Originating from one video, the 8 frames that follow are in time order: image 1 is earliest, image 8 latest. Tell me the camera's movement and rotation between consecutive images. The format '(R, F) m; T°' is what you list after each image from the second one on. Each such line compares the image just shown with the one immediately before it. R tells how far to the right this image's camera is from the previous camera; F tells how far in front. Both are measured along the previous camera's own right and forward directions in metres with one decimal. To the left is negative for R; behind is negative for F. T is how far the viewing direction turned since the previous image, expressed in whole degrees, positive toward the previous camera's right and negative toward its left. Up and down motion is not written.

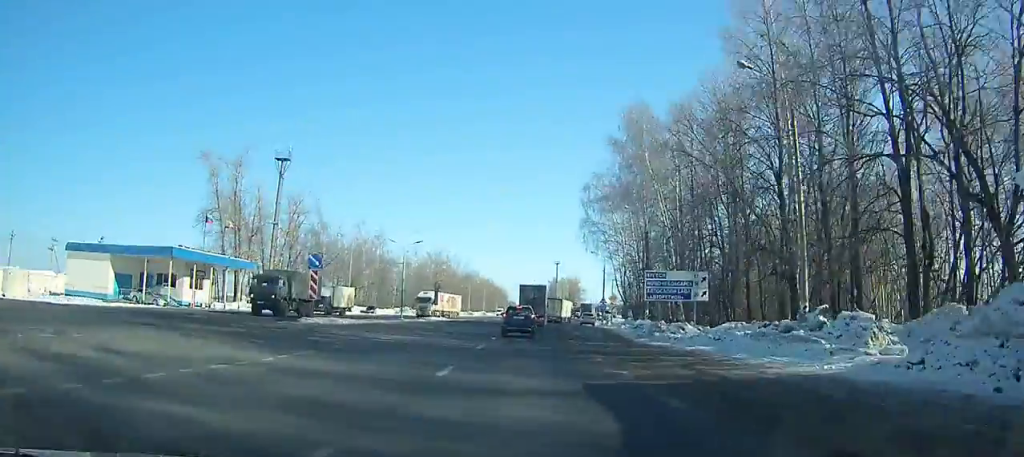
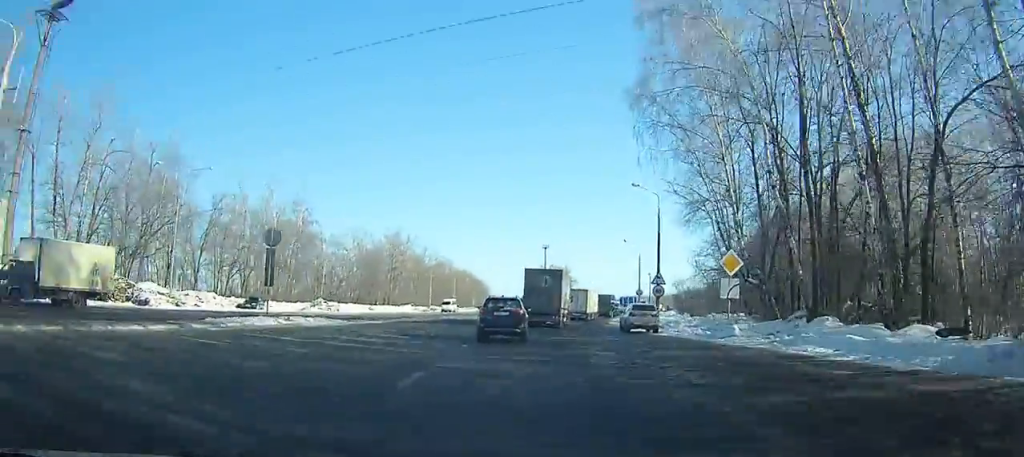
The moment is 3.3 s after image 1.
(+0.1, +41.0) m; +1°
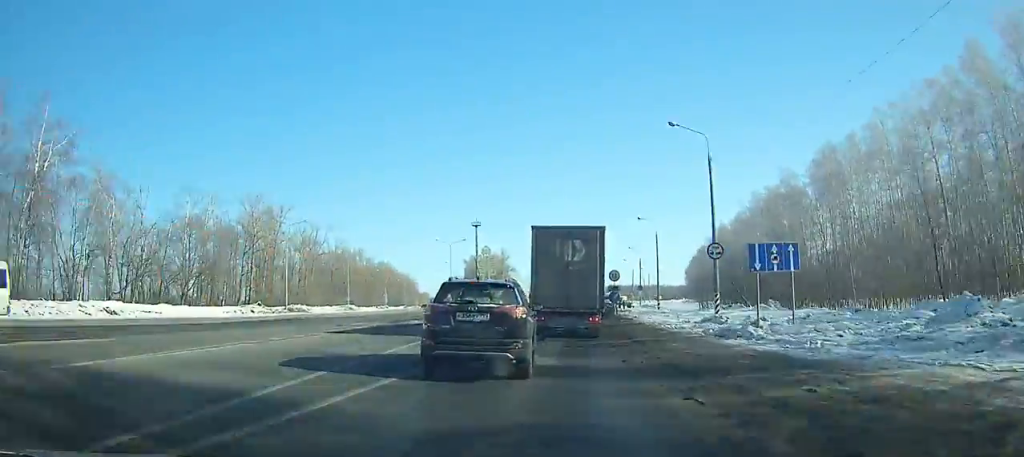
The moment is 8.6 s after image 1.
(+1.4, +47.3) m; +3°
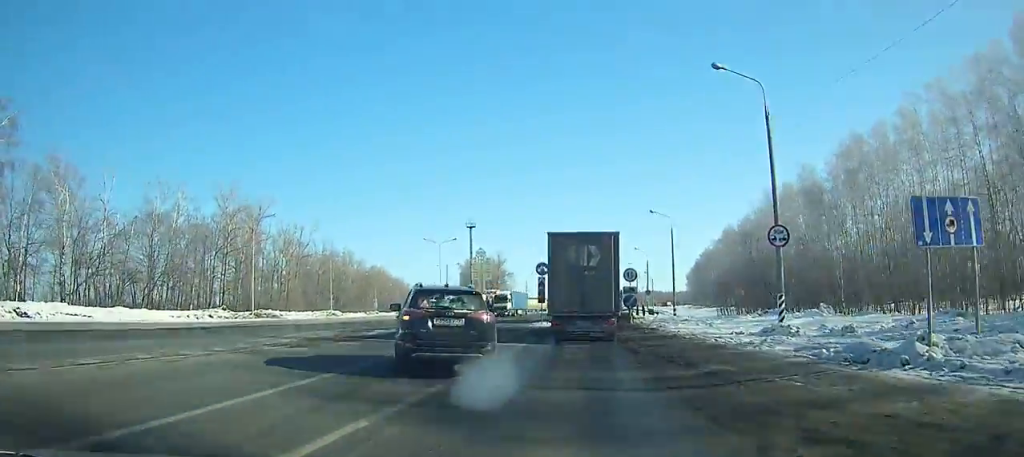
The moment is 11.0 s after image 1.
(+0.3, +15.5) m; 0°
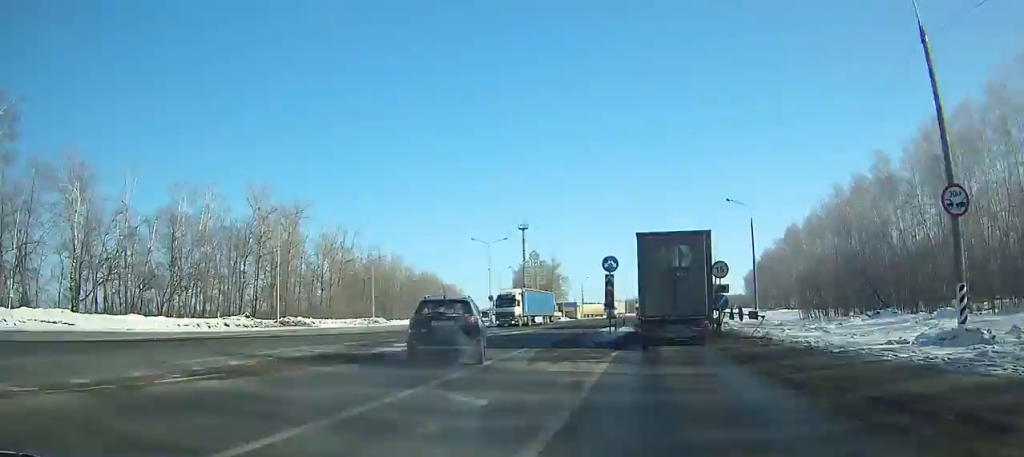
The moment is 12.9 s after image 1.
(-0.3, +11.3) m; 0°
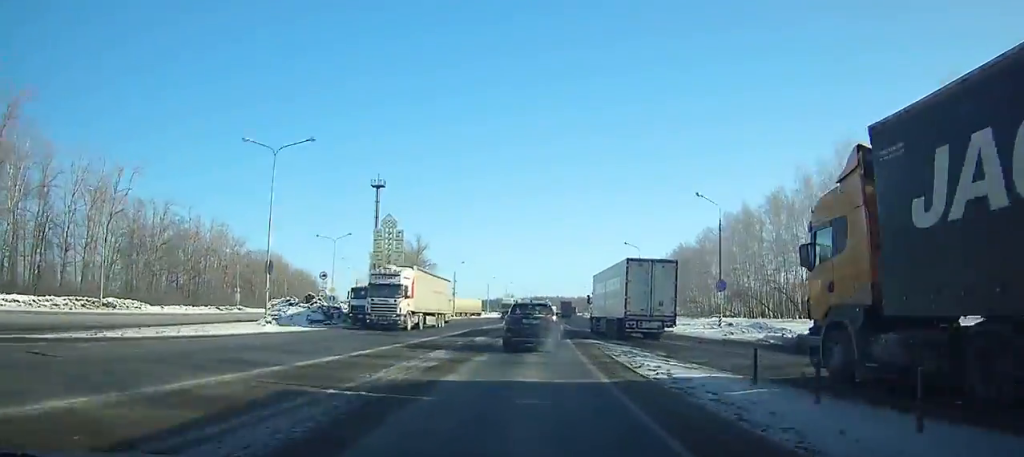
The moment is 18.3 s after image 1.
(+3.2, +41.6) m; +10°
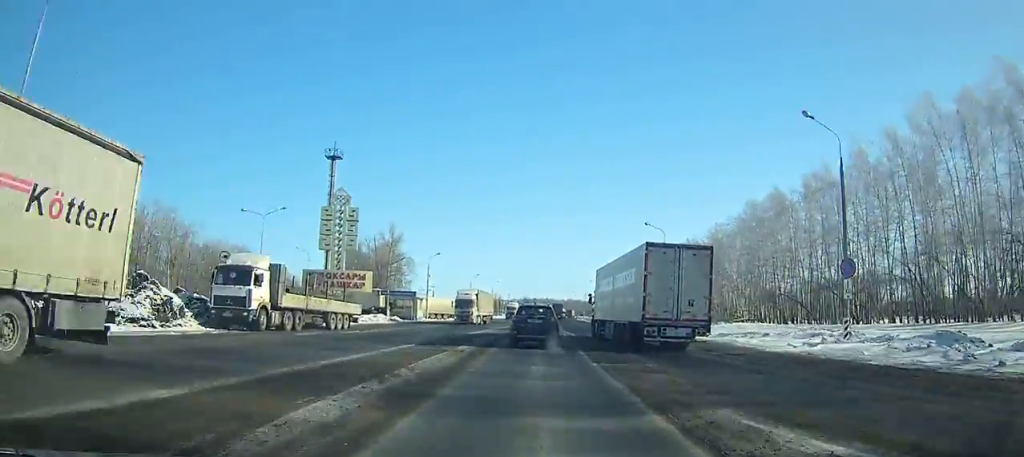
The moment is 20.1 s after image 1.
(+0.6, +18.4) m; +3°
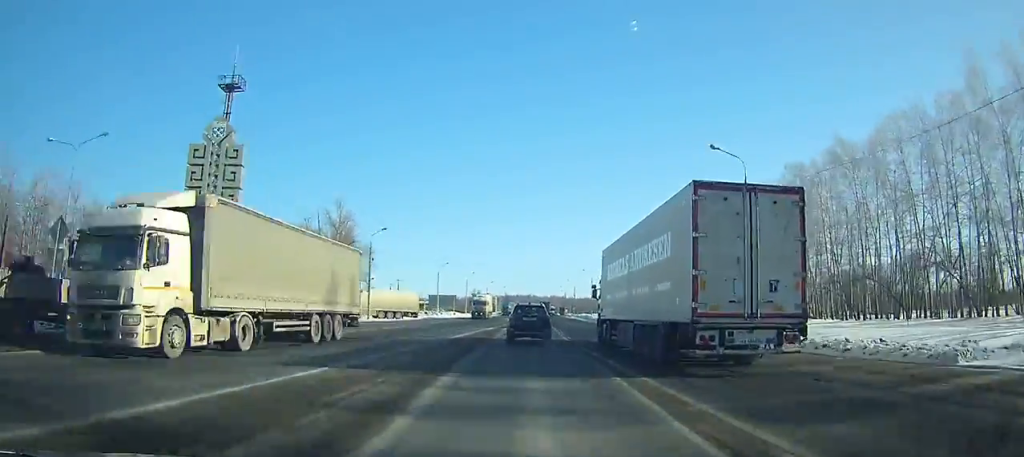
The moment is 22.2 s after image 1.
(+0.6, +25.5) m; +1°
